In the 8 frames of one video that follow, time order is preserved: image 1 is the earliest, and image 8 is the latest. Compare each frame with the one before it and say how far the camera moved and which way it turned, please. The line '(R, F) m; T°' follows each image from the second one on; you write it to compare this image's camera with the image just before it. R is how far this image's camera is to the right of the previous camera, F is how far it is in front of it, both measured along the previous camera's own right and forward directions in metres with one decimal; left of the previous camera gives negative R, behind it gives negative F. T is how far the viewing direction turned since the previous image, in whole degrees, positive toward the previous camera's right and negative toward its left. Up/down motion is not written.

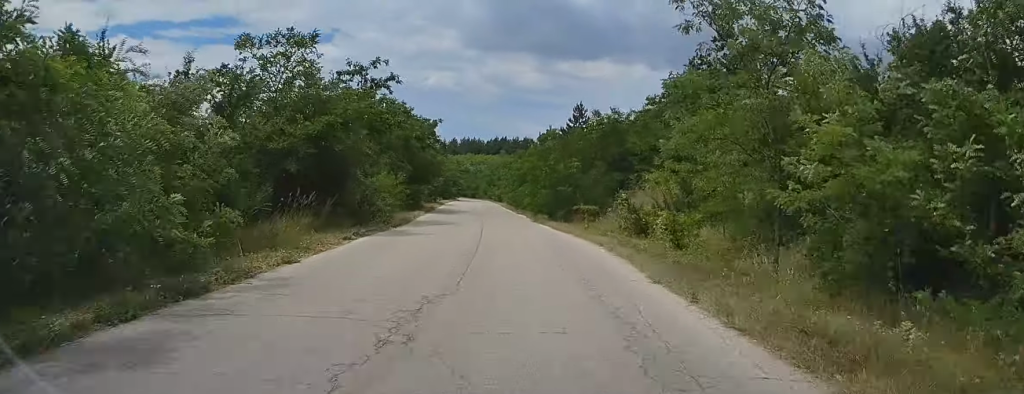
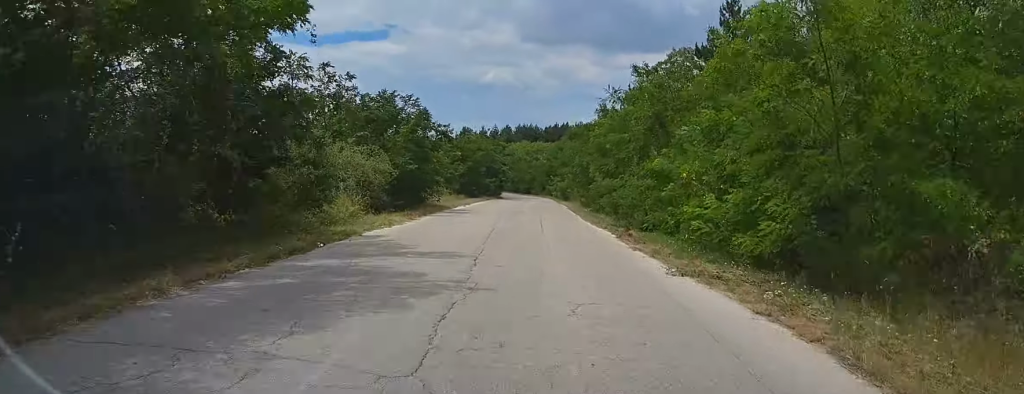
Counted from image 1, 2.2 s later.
(-1.8, +39.3) m; -5°
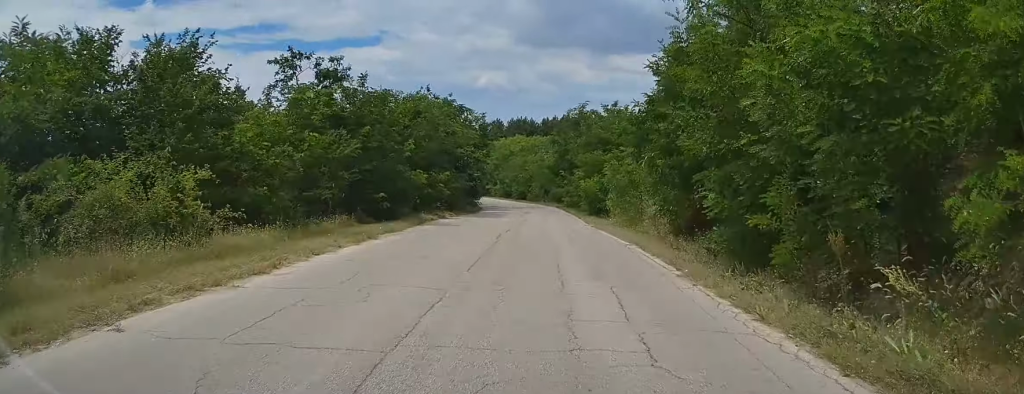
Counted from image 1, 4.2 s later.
(-0.1, +34.0) m; +1°
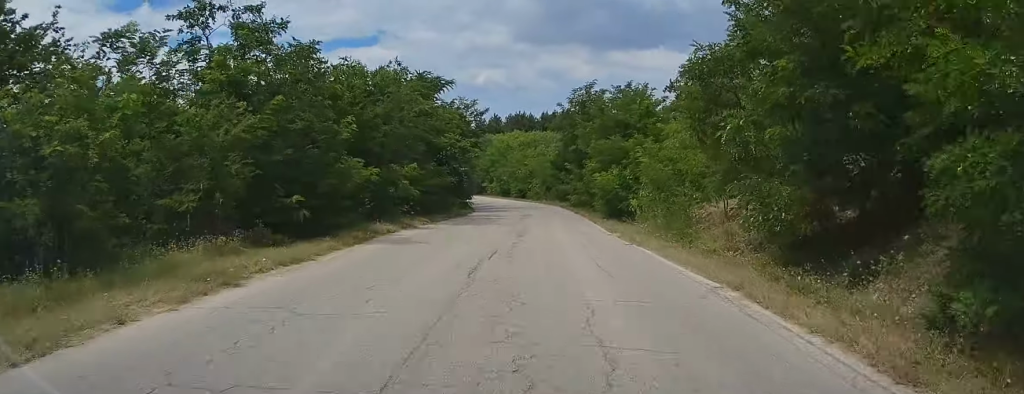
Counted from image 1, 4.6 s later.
(+0.1, +8.1) m; 0°
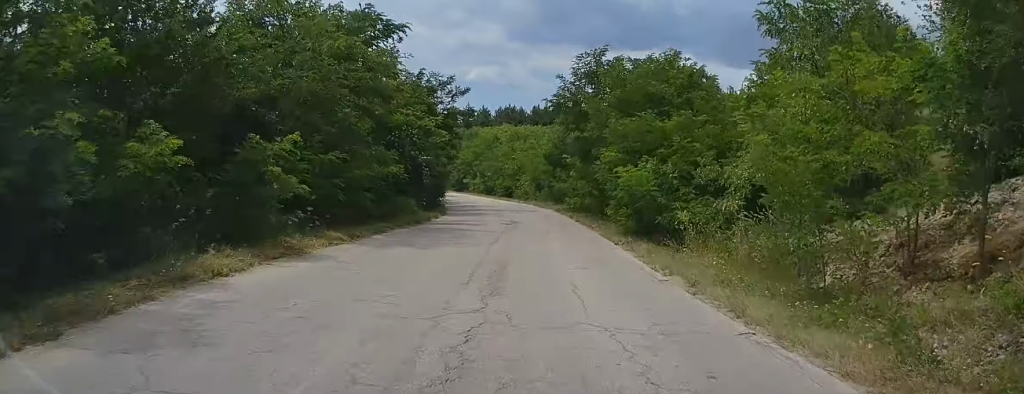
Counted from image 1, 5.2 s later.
(0.0, +9.8) m; 0°
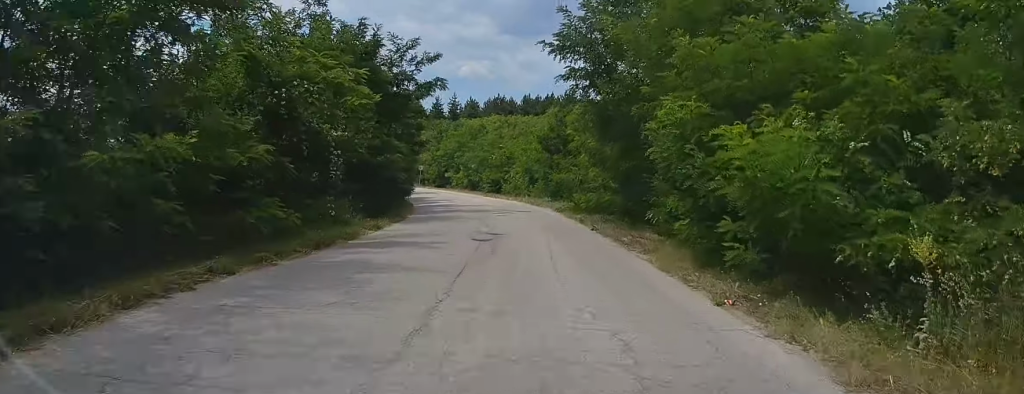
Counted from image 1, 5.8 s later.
(0.0, +10.2) m; 0°
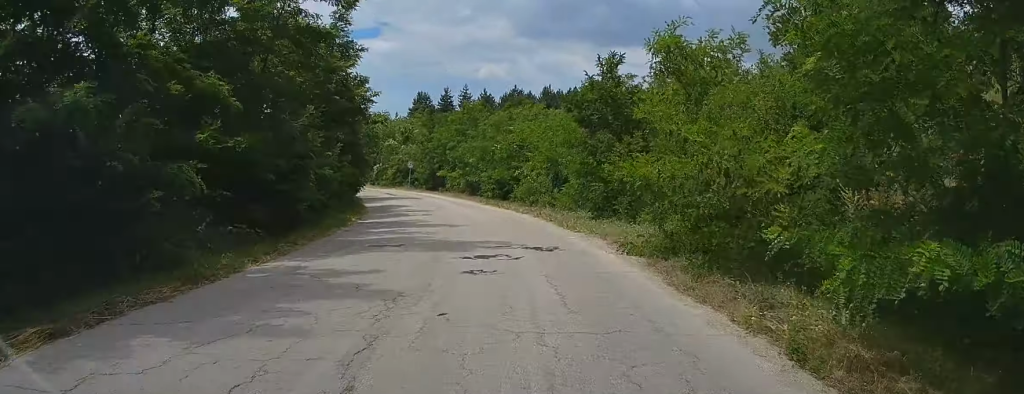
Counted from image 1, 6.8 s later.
(-0.1, +17.5) m; -2°
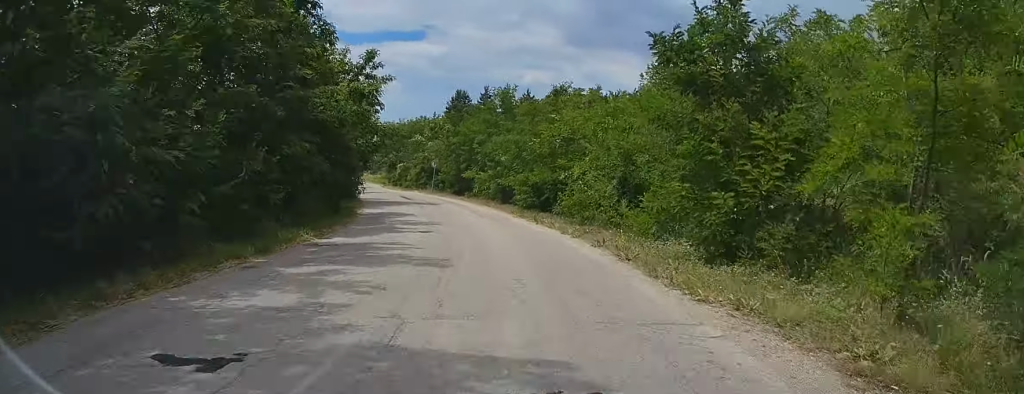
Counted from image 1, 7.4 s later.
(0.0, +9.6) m; -3°
